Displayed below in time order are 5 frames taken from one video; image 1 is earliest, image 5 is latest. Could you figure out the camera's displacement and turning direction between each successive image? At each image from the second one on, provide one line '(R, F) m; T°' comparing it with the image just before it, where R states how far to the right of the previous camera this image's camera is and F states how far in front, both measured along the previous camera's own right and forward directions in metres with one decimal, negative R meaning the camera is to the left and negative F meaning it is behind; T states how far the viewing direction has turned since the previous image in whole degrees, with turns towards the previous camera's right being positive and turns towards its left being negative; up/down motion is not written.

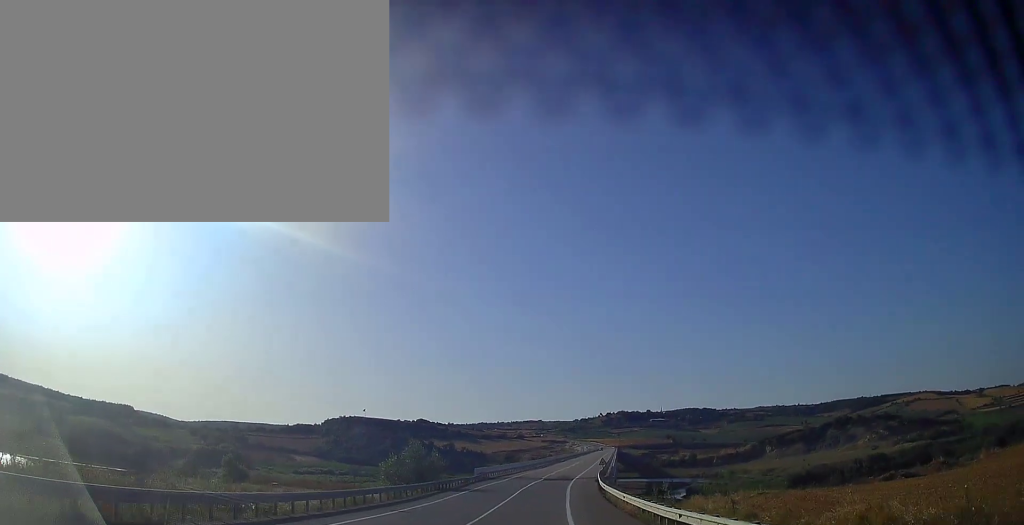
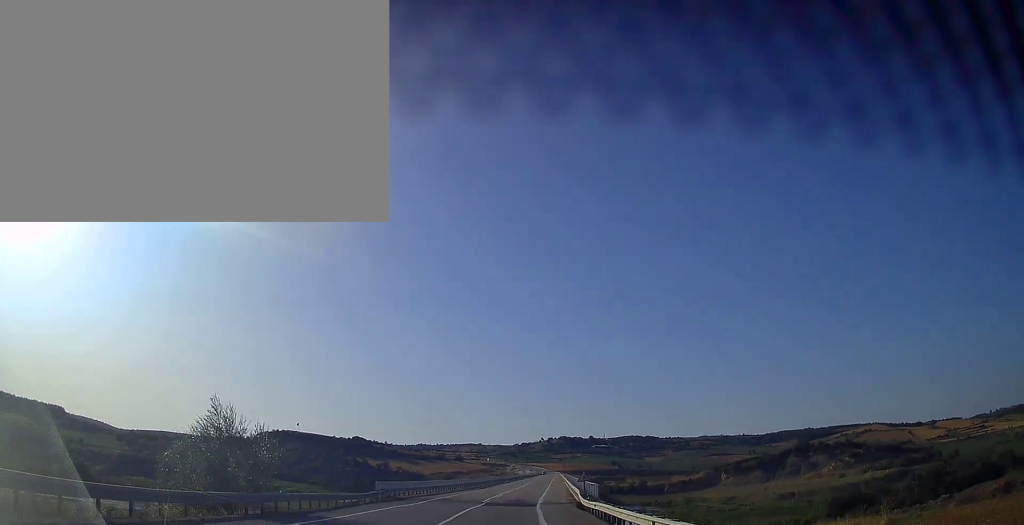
(+1.8, +22.8) m; +8°
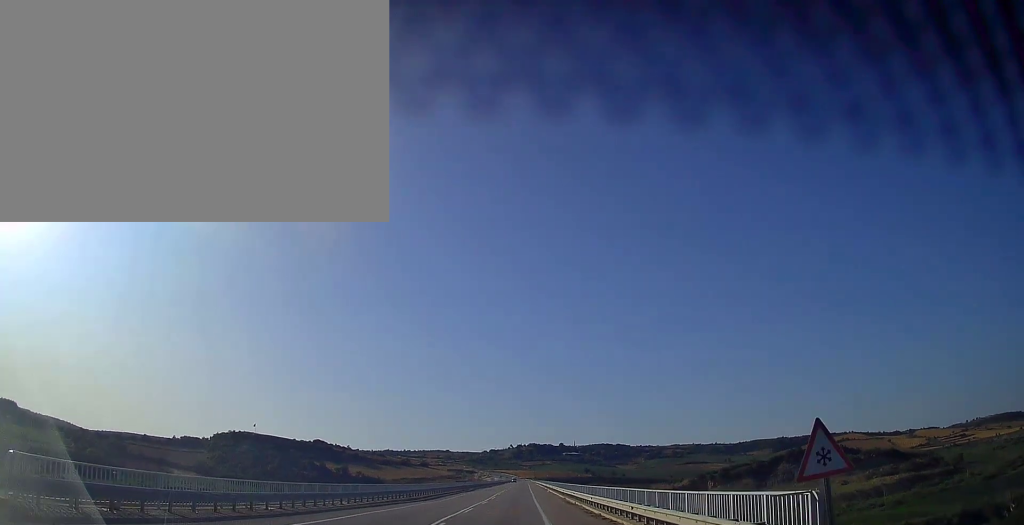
(+1.3, +31.7) m; +4°
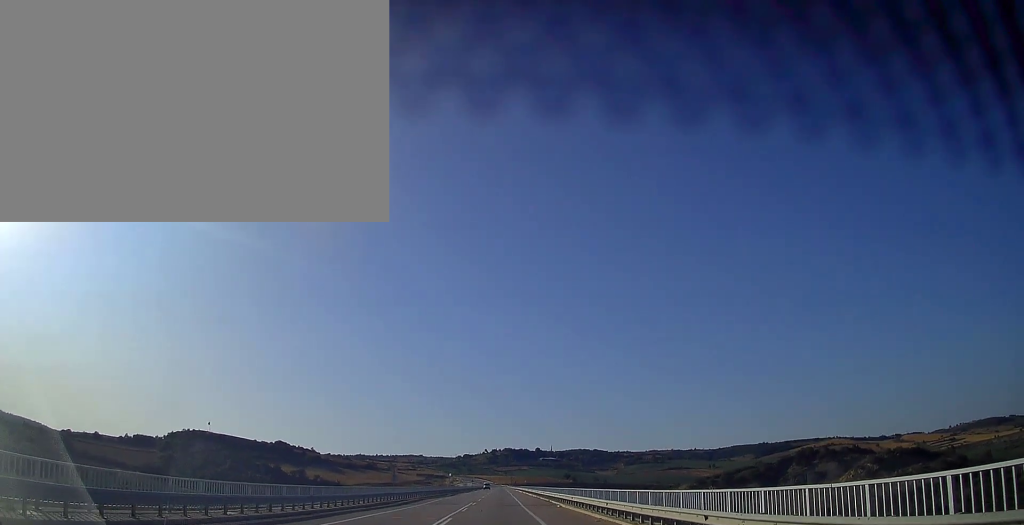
(+1.0, +42.7) m; +2°
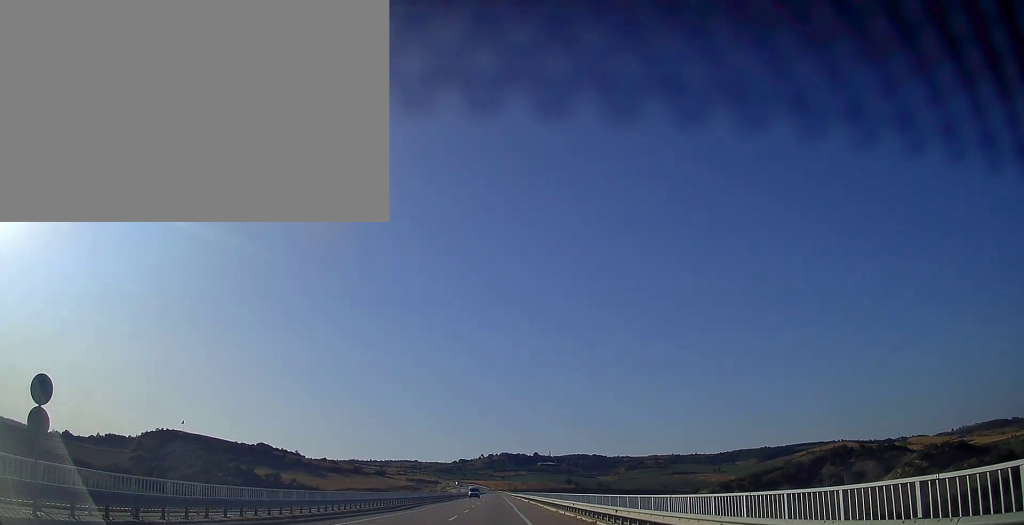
(+0.4, +39.1) m; +1°
